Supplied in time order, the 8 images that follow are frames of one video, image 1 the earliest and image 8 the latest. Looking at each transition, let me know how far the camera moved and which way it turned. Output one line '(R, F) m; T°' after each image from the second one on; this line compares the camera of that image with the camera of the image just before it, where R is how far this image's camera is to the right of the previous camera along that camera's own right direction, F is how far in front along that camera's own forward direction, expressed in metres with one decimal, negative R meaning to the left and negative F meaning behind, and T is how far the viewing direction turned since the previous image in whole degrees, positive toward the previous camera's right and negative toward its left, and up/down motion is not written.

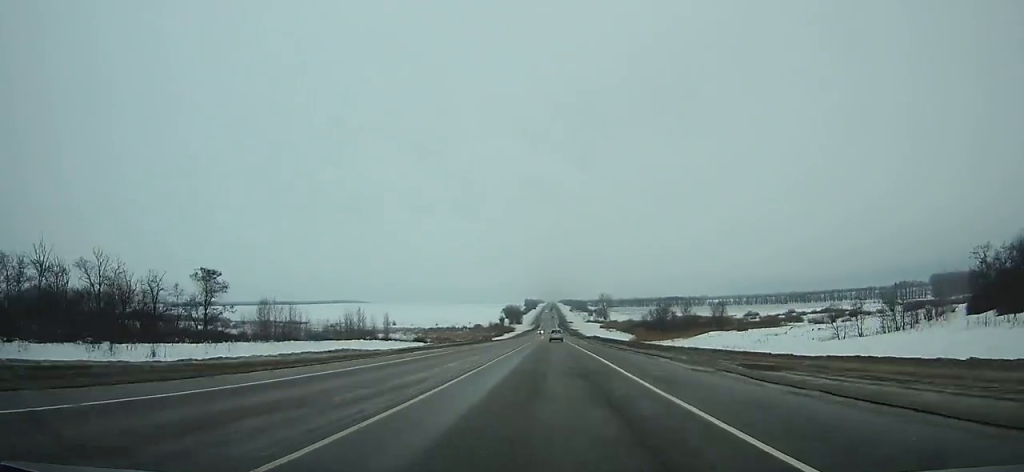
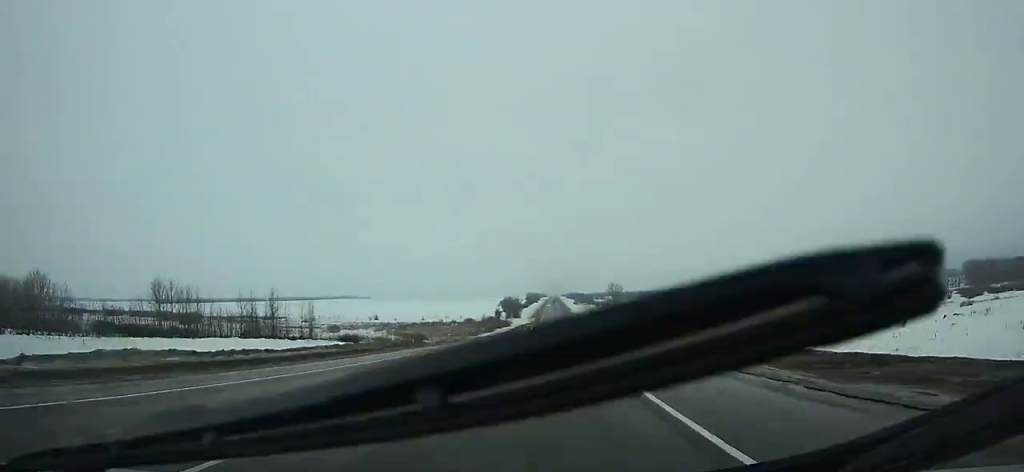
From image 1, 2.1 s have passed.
(0.0, +57.2) m; 0°
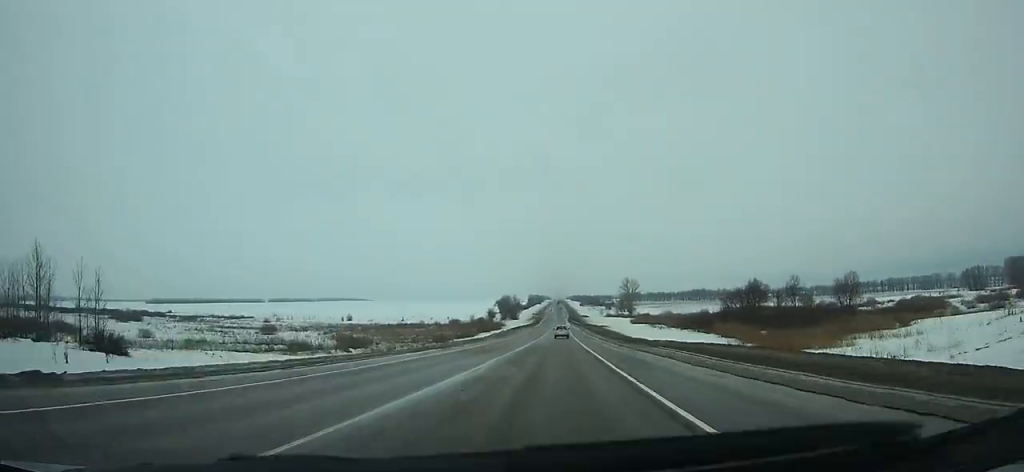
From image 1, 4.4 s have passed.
(-0.2, +62.6) m; 0°
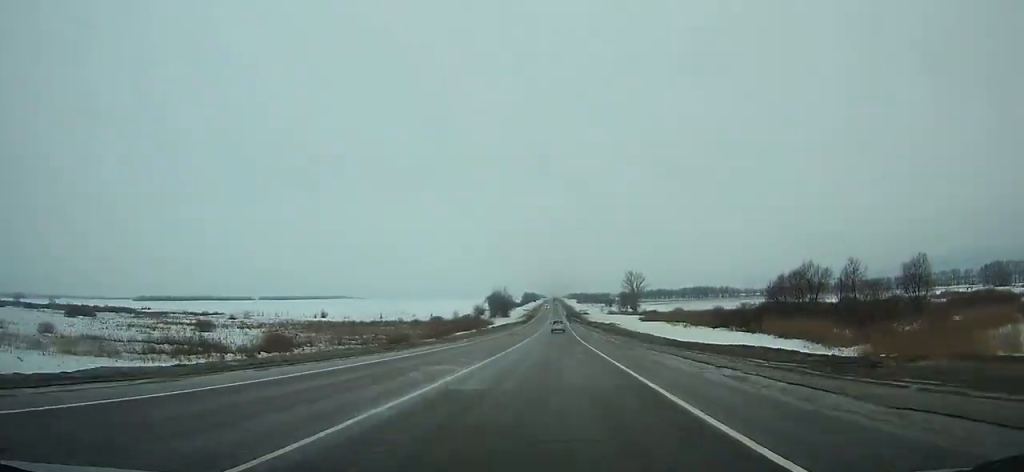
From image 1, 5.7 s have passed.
(+0.1, +35.1) m; 0°
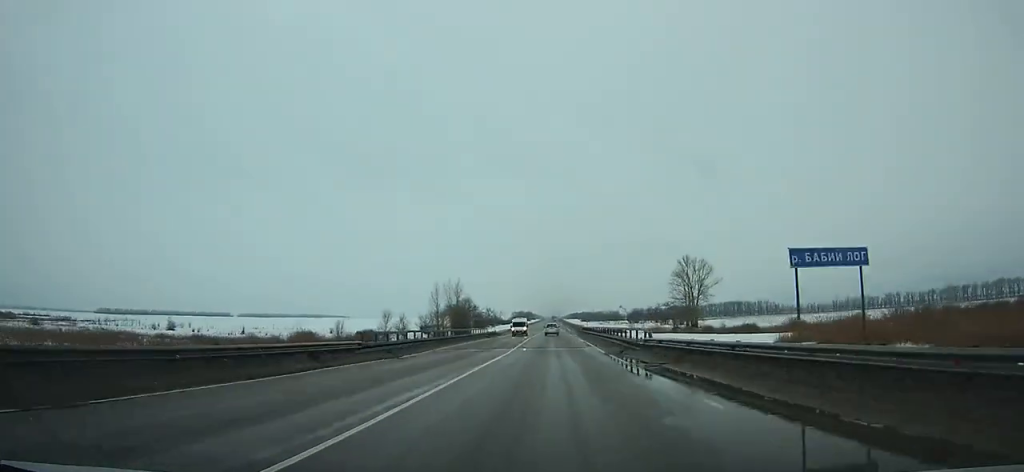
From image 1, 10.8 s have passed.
(+0.3, +135.6) m; 0°
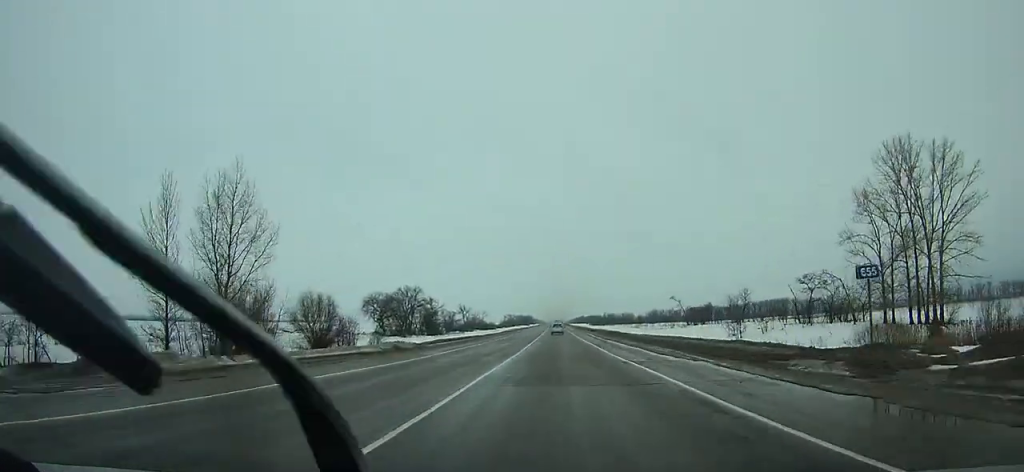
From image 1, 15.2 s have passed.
(-0.2, +112.5) m; 0°
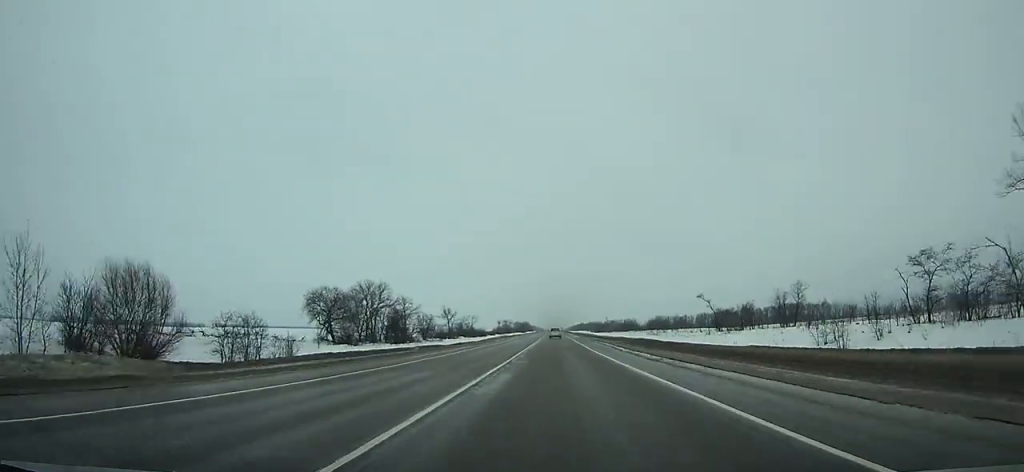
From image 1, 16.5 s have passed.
(0.0, +32.8) m; 0°
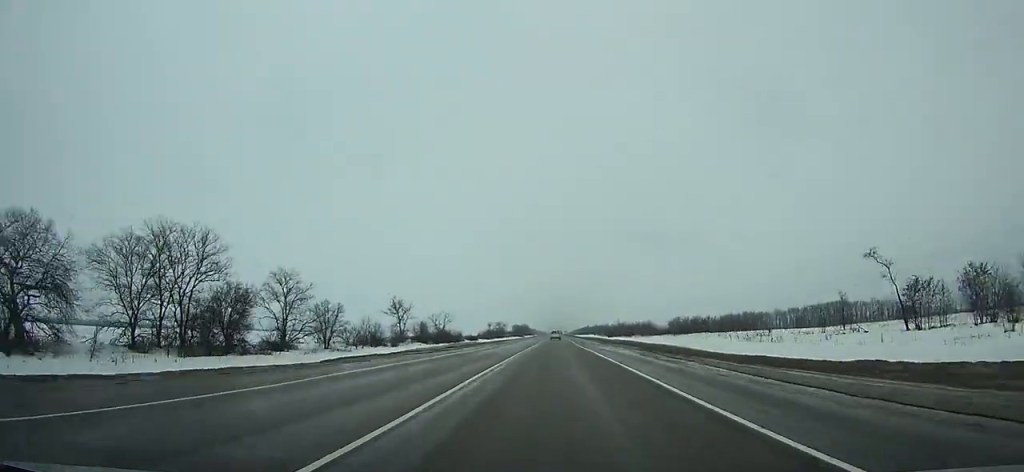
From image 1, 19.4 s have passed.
(0.0, +71.9) m; 0°
